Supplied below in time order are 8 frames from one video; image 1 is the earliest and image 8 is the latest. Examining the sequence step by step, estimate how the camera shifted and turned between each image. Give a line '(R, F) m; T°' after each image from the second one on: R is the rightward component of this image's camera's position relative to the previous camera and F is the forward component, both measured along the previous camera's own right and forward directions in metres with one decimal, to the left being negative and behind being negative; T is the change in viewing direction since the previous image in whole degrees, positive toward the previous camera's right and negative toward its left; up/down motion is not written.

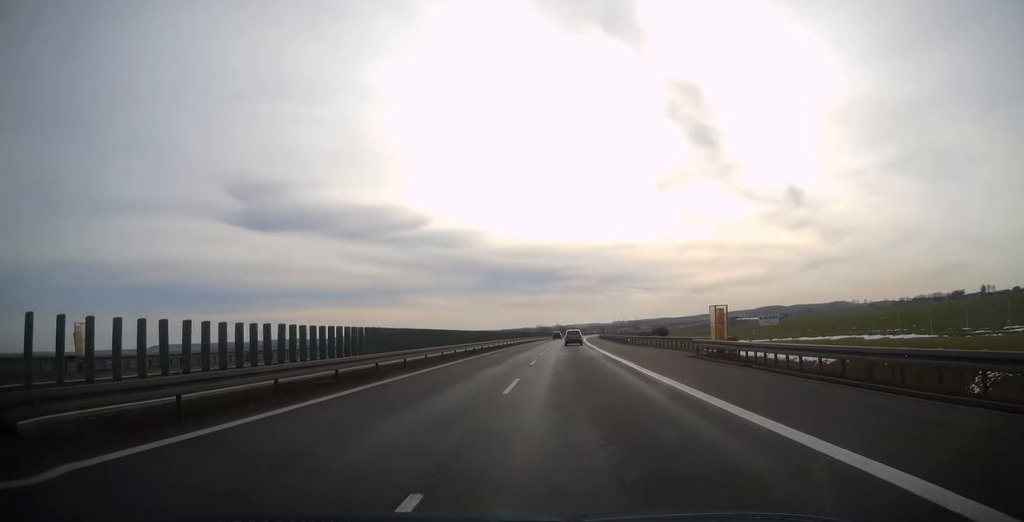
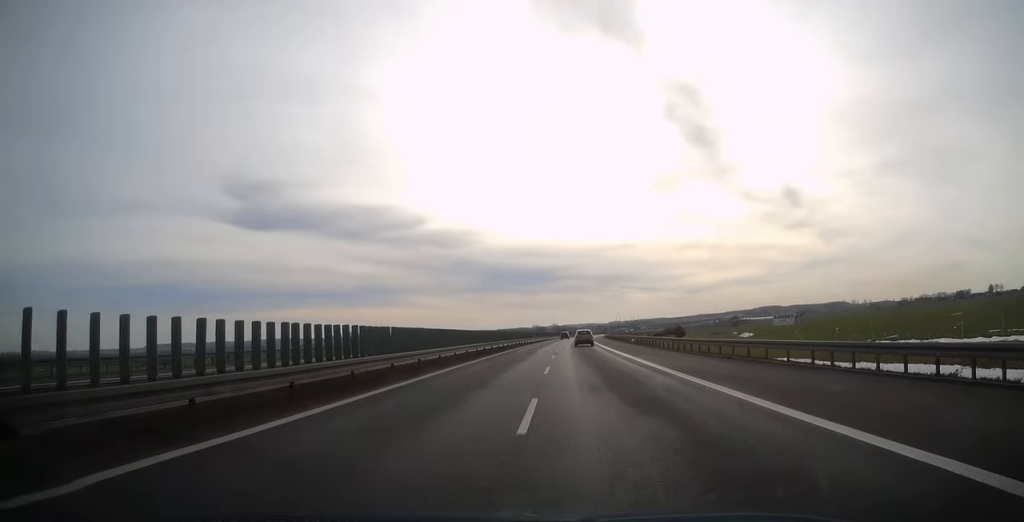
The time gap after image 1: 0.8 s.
(+0.1, +28.2) m; 0°
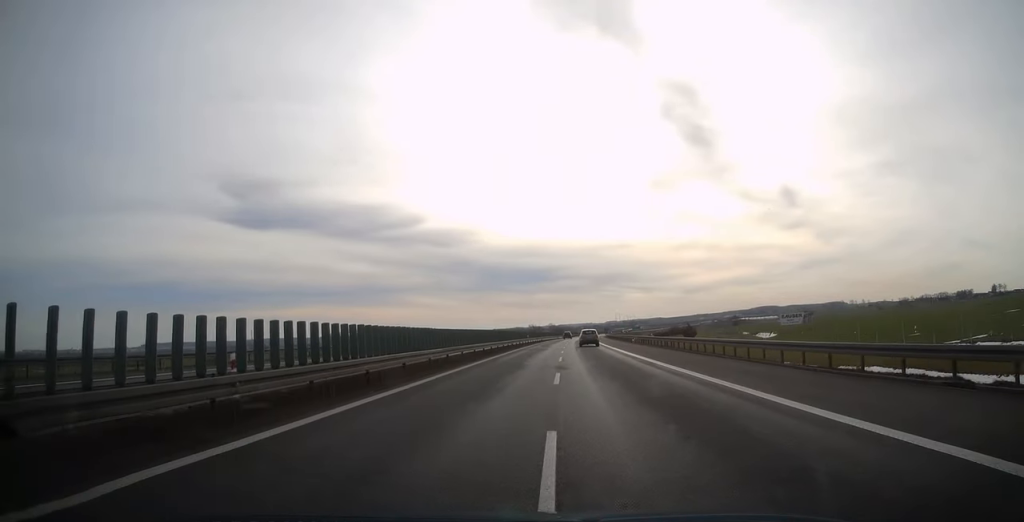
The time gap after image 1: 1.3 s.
(0.0, +15.6) m; 0°
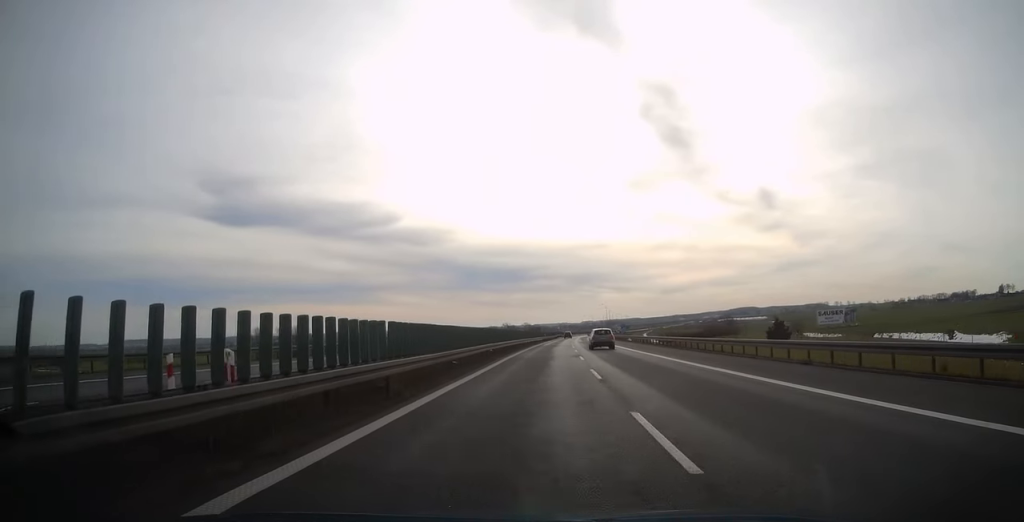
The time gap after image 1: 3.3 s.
(+1.0, +69.3) m; +2°
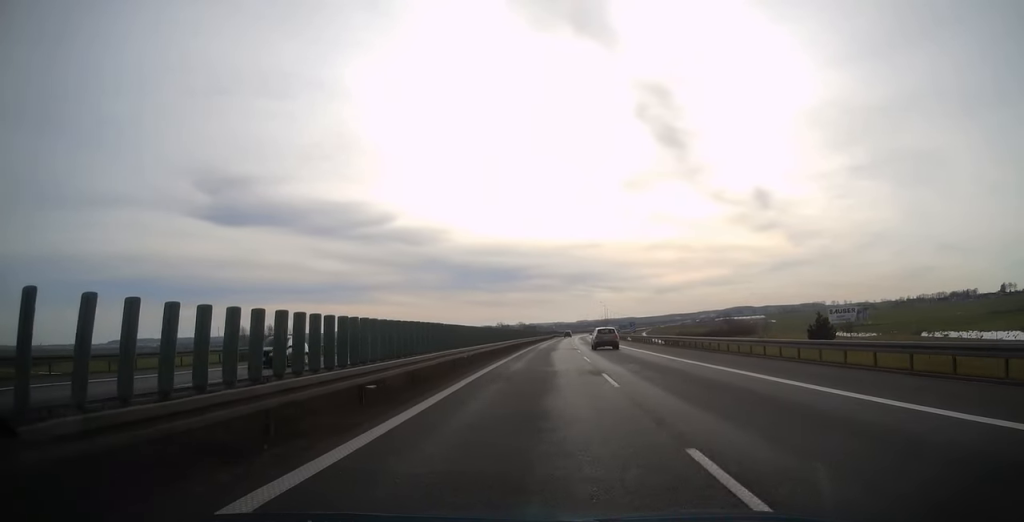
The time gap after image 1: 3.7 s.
(+0.1, +14.7) m; 0°
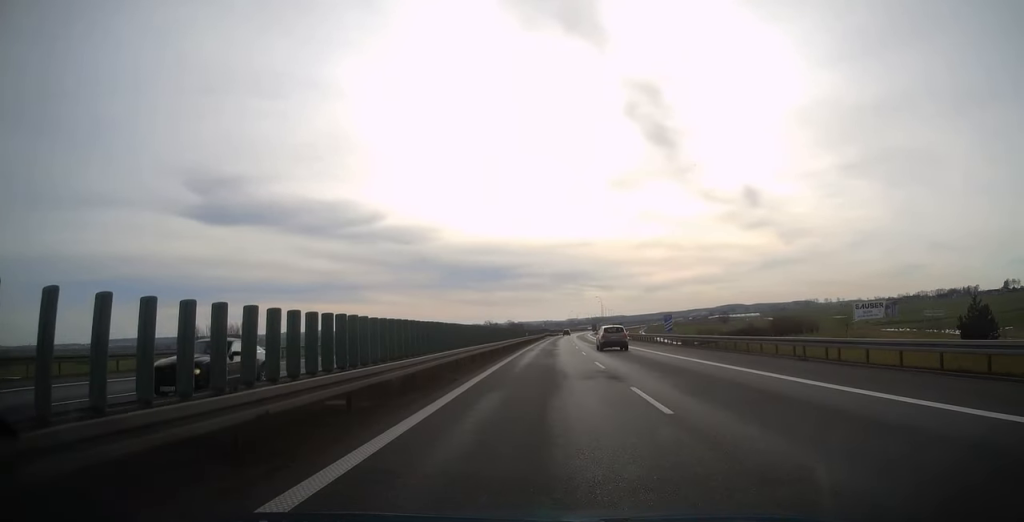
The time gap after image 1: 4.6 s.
(+0.2, +29.0) m; +1°
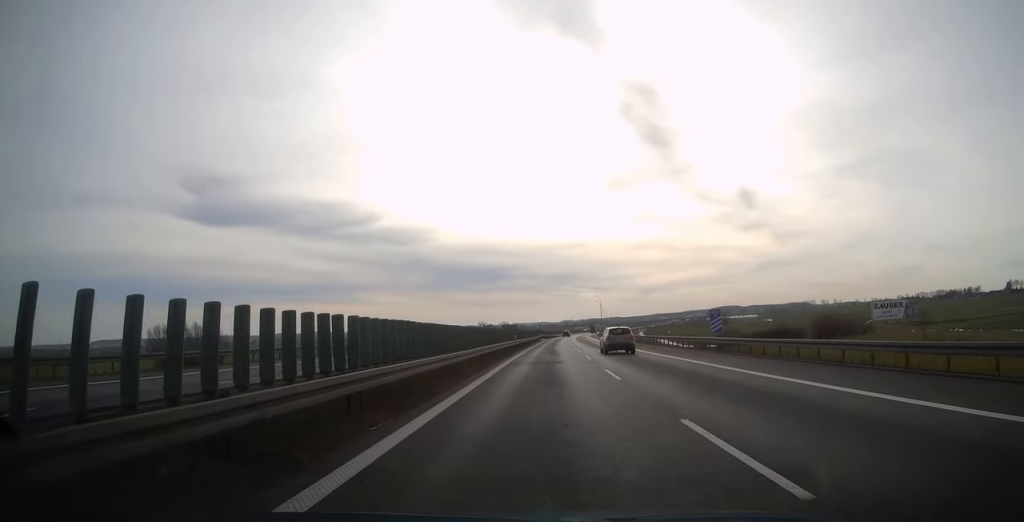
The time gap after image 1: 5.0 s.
(+0.1, +16.2) m; +1°
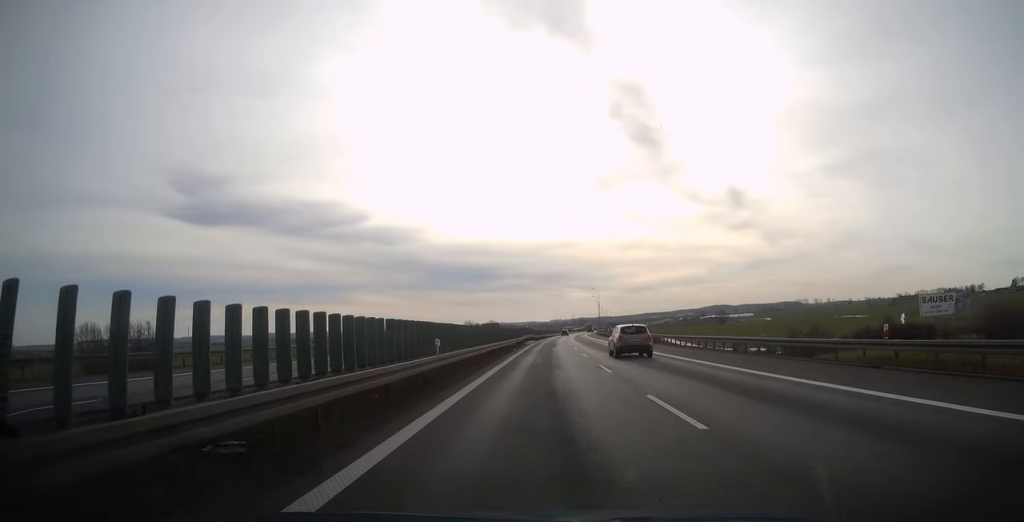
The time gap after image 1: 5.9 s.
(+0.3, +33.3) m; +1°
